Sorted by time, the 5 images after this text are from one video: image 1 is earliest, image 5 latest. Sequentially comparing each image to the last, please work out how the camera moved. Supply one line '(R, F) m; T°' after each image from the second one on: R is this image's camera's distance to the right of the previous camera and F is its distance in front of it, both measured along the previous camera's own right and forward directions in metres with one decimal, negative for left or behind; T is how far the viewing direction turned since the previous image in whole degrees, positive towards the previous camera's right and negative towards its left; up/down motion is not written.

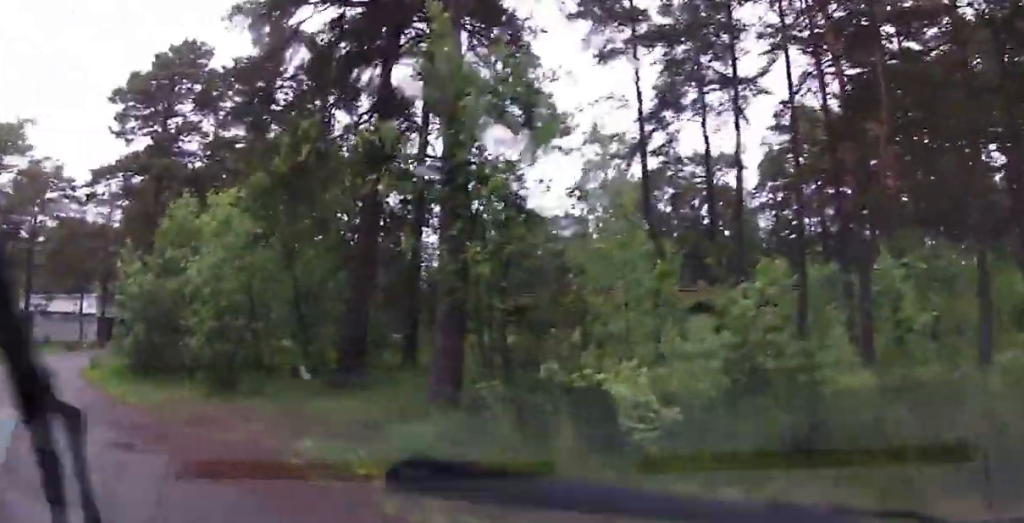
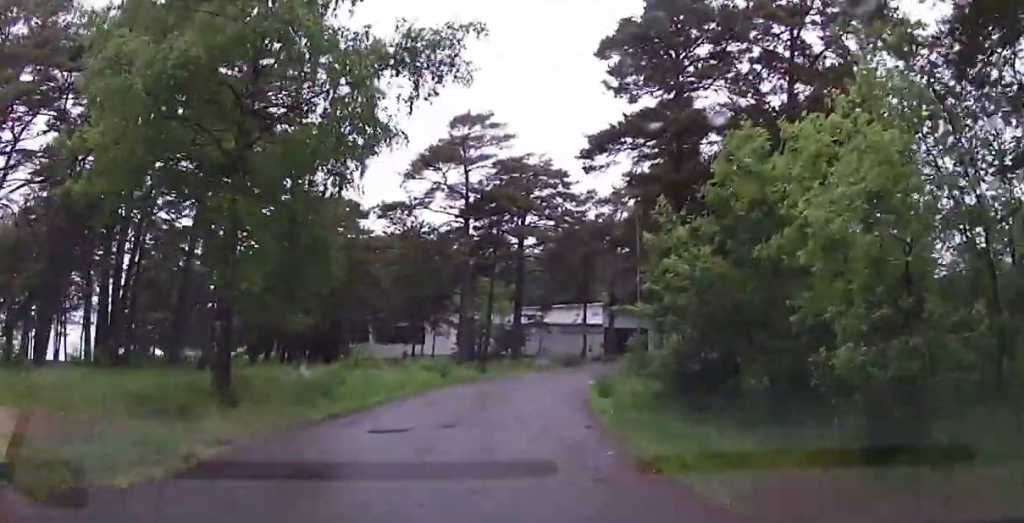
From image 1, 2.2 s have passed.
(-3.5, +2.2) m; -72°
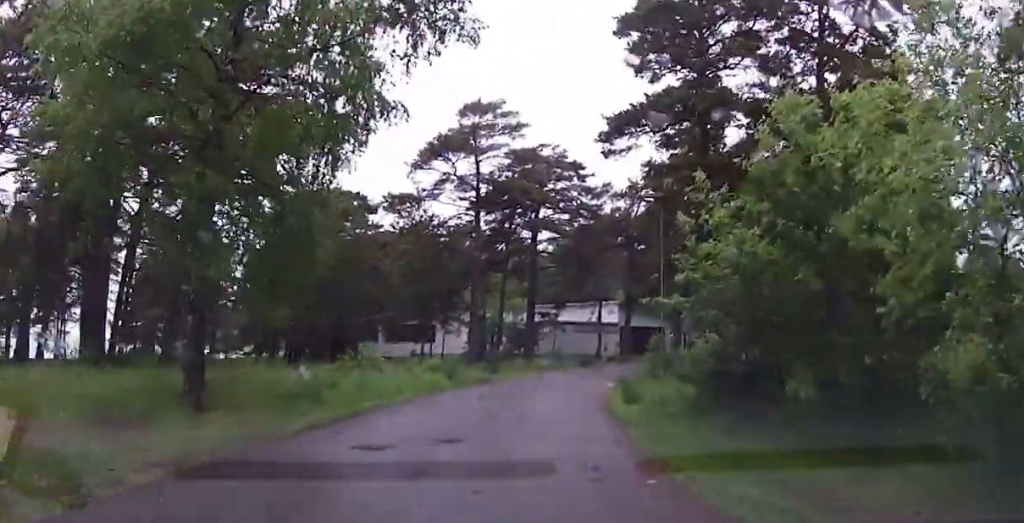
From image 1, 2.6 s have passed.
(0.0, +1.3) m; +4°
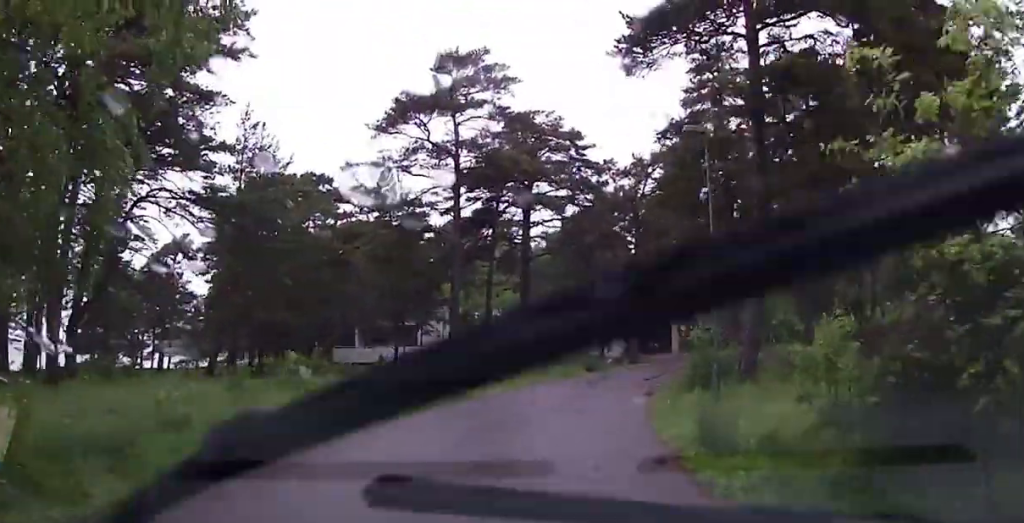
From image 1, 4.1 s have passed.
(+0.3, +5.6) m; +6°
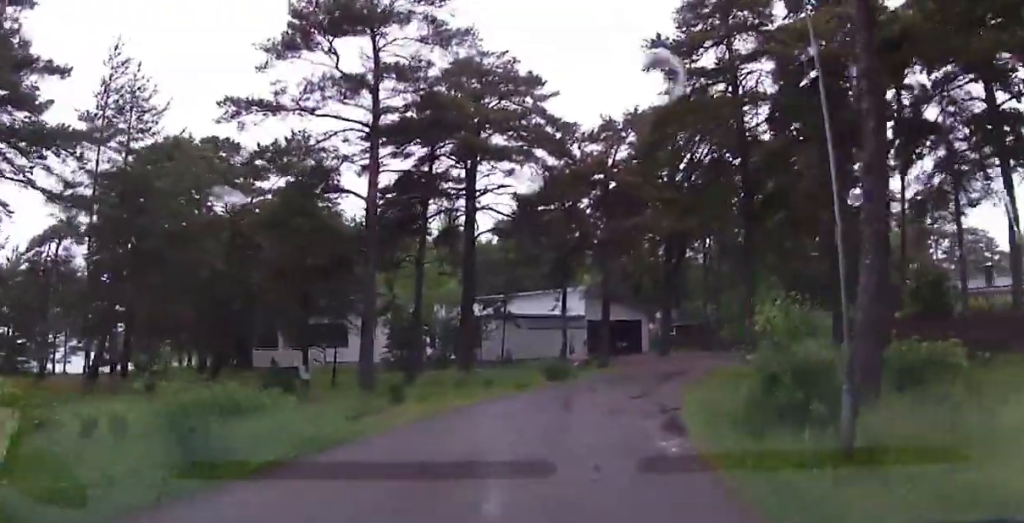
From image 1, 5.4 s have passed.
(+0.7, +7.3) m; +6°
